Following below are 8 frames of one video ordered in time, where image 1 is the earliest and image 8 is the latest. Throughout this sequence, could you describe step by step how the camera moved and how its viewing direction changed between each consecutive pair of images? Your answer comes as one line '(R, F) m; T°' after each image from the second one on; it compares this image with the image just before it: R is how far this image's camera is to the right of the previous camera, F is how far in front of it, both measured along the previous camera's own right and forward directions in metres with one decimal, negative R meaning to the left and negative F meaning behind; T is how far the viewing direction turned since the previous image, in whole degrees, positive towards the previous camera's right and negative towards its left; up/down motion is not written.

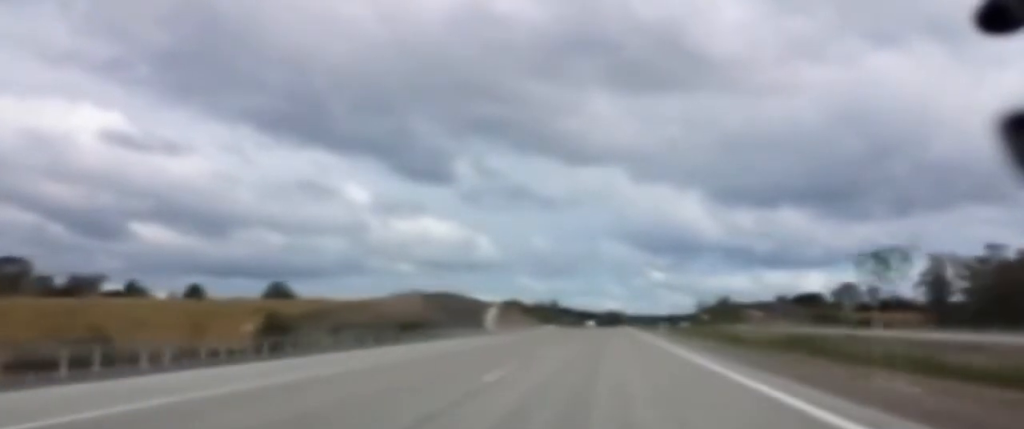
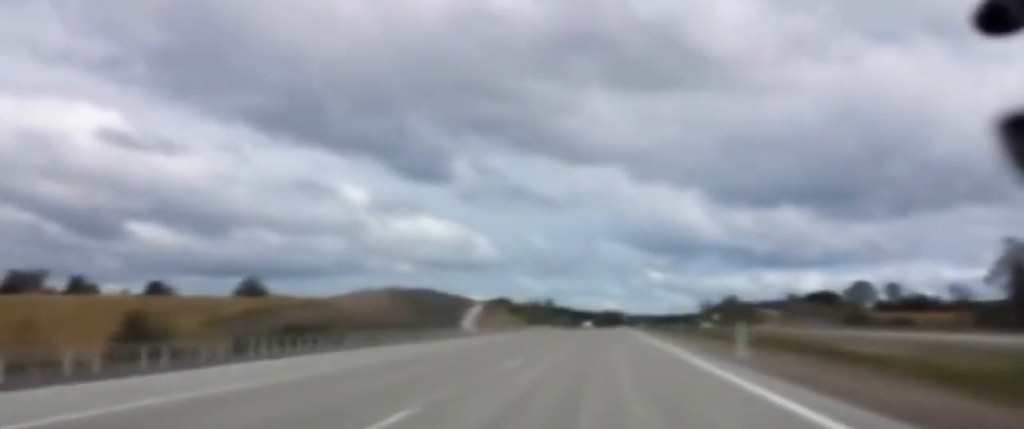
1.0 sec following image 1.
(+0.2, +29.4) m; 0°
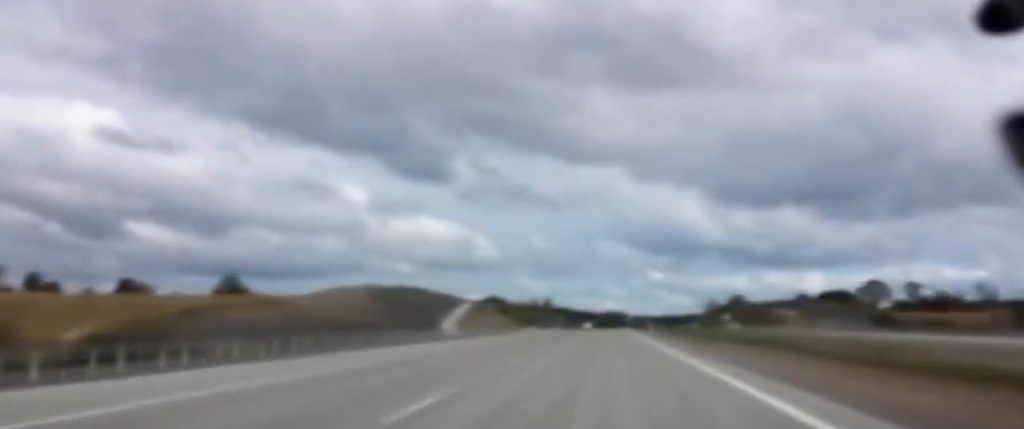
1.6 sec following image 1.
(-0.1, +20.2) m; 0°
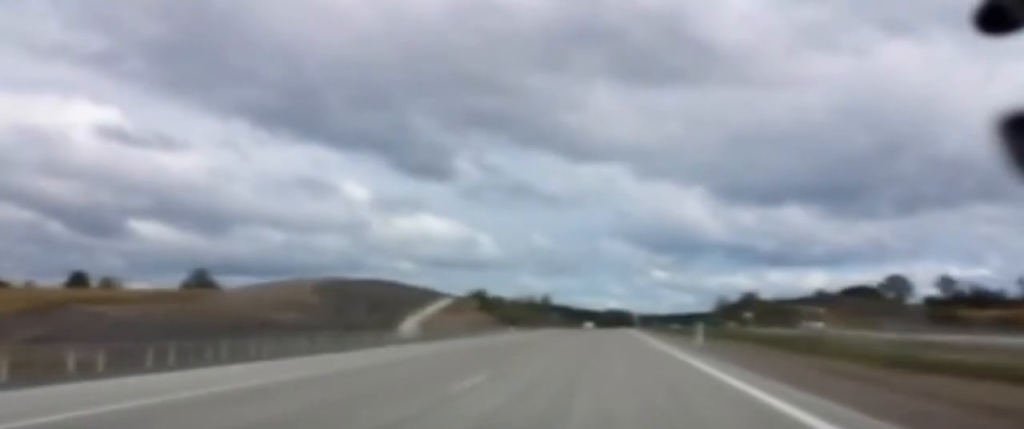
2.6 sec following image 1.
(0.0, +30.3) m; 0°
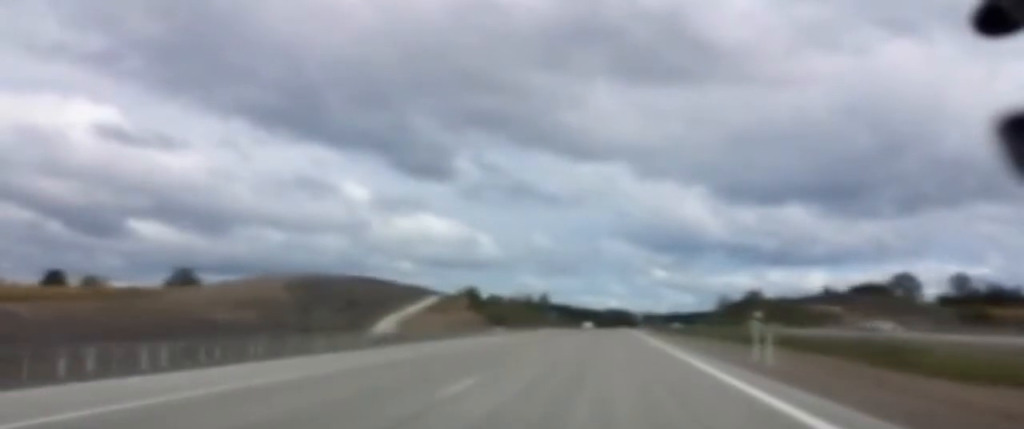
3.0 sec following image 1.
(+0.1, +12.1) m; 0°
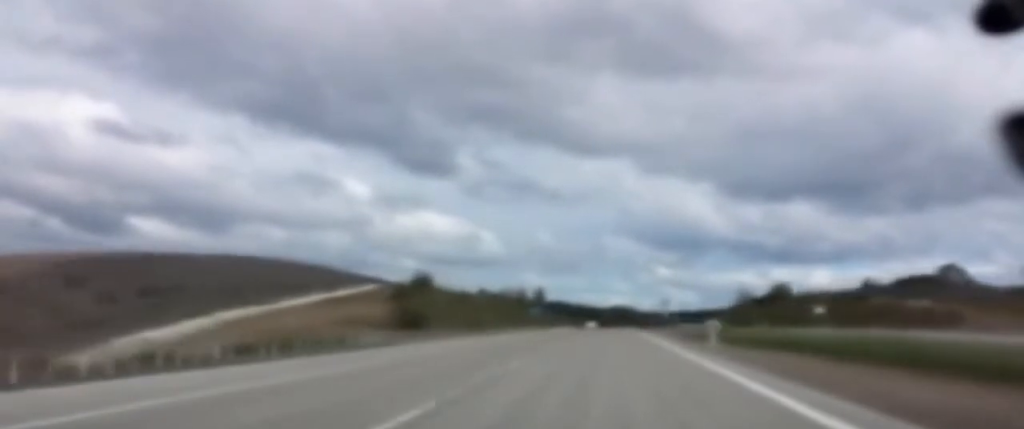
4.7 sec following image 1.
(-0.3, +49.5) m; -1°
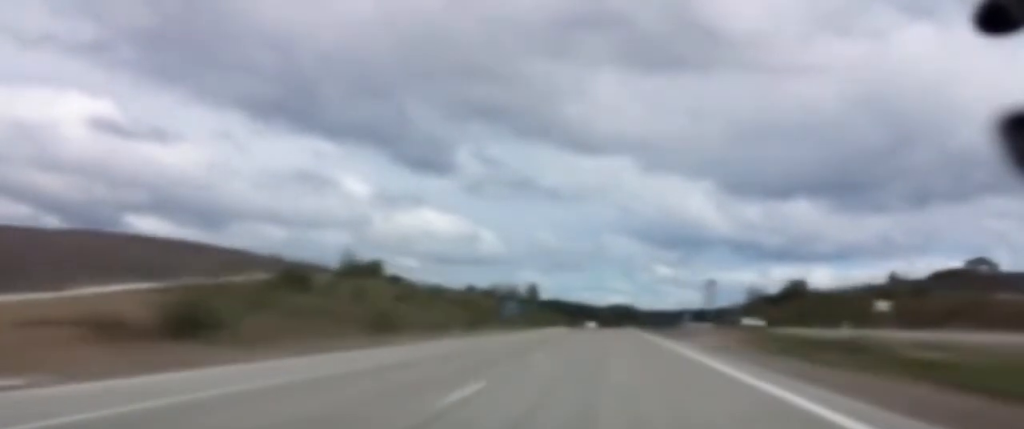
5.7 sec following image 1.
(-0.1, +30.2) m; 0°
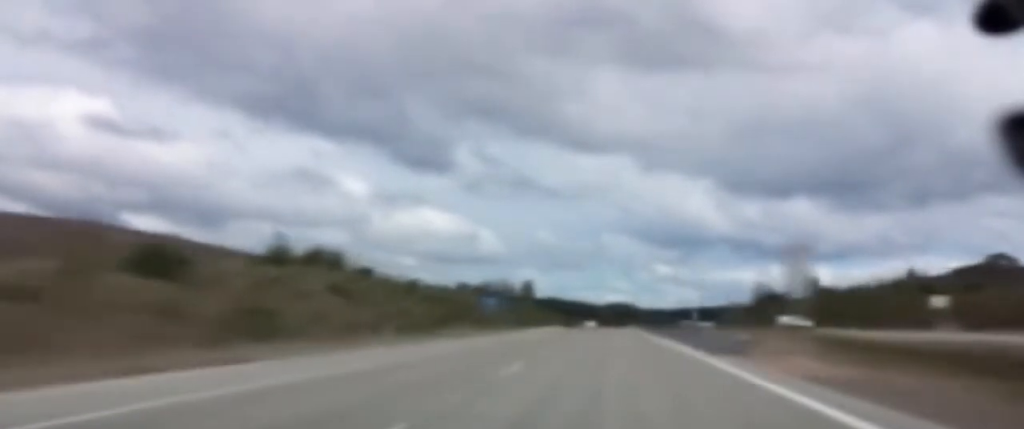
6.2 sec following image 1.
(0.0, +17.1) m; 0°
